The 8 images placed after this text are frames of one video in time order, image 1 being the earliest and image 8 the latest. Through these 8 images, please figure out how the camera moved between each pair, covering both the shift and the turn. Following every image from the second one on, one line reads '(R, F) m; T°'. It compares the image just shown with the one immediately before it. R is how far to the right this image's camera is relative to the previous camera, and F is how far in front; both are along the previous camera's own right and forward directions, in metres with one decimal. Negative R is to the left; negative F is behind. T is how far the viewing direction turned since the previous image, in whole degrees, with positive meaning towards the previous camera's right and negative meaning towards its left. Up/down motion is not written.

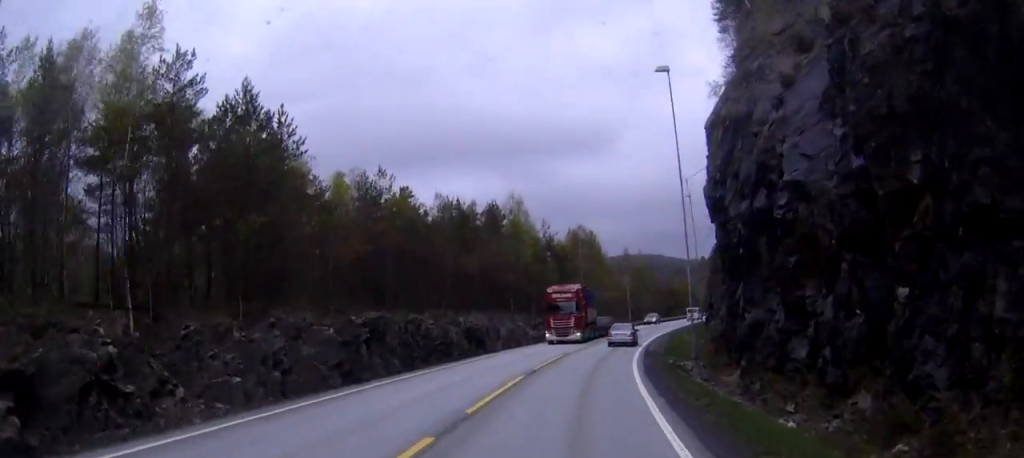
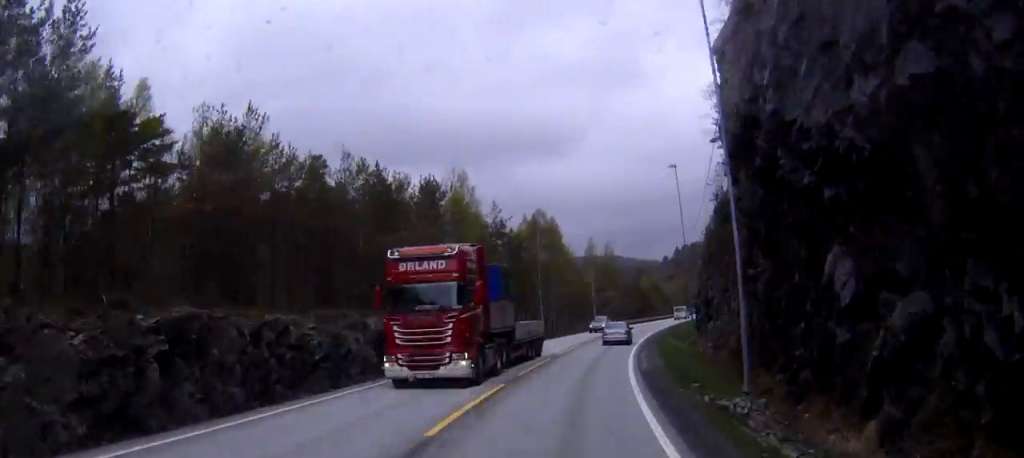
(+0.6, +14.5) m; +5°
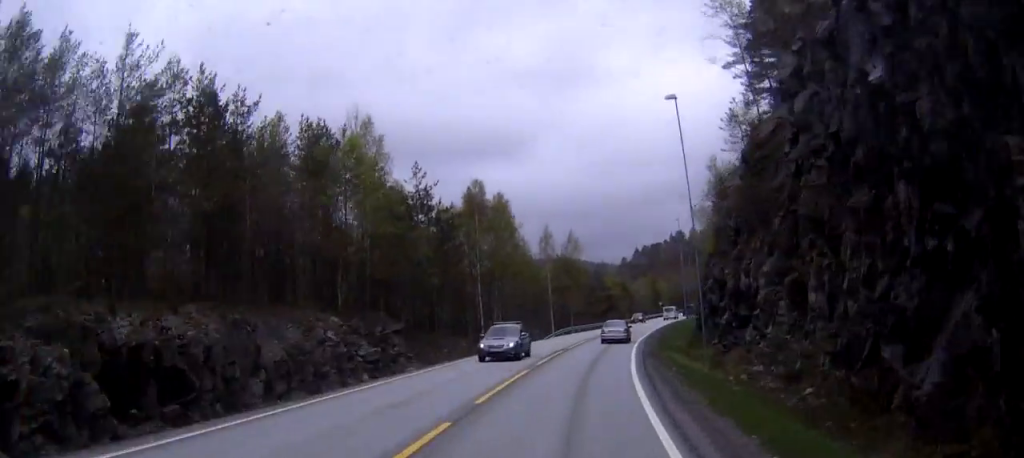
(+1.2, +19.2) m; +10°
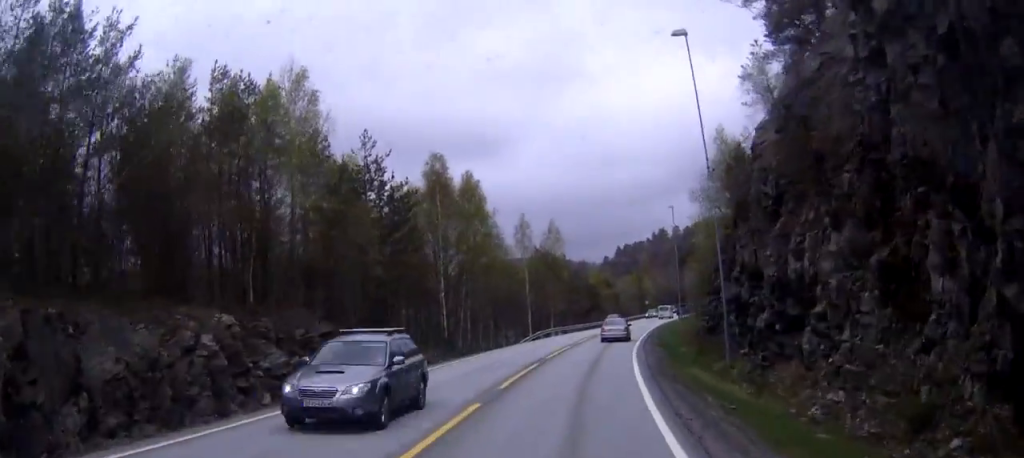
(+0.9, +9.2) m; +2°
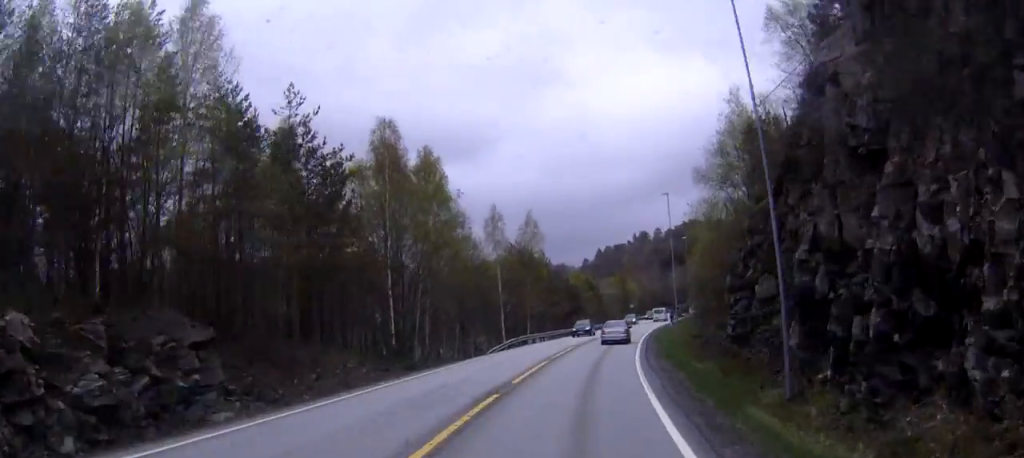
(+0.9, +10.0) m; +2°
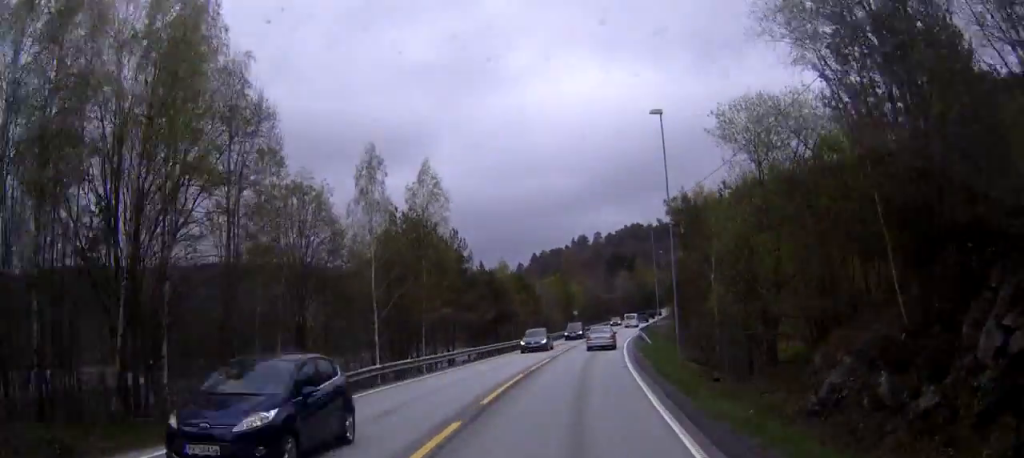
(-1.2, +28.4) m; -2°
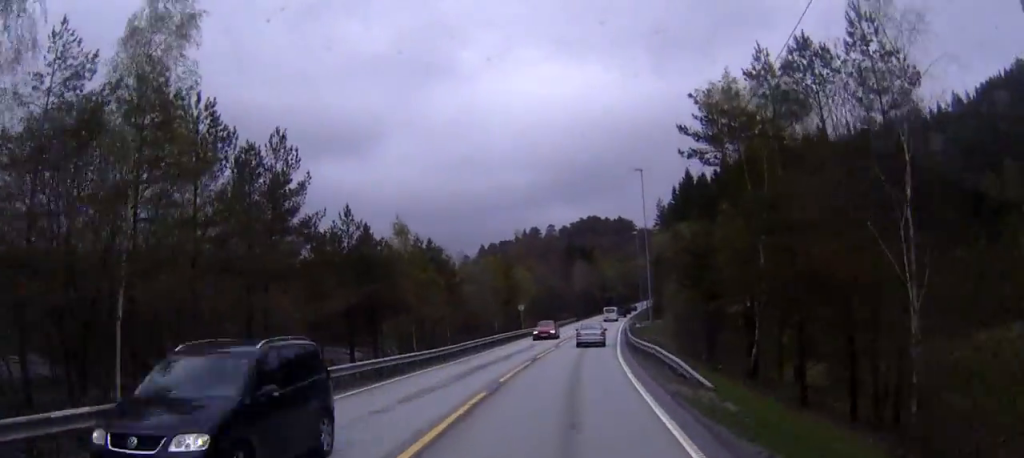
(+0.6, +32.1) m; +4°
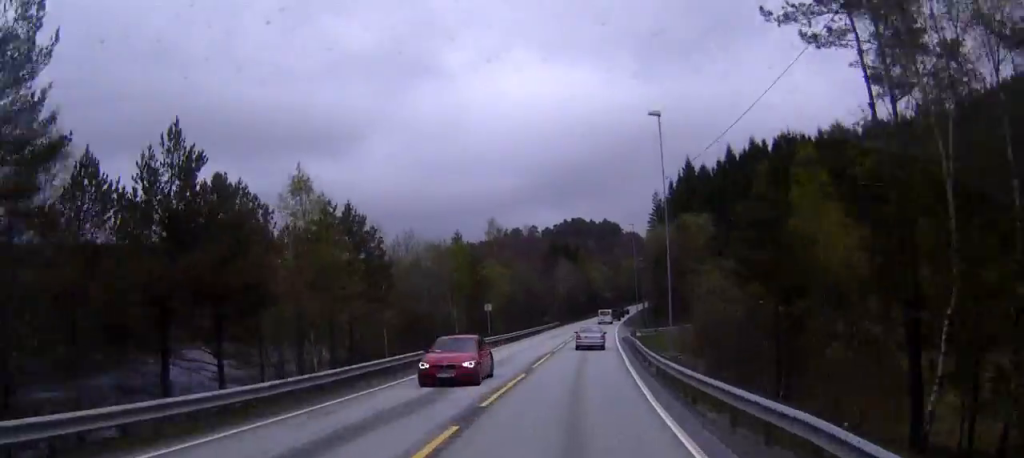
(+0.8, +17.5) m; +5°
